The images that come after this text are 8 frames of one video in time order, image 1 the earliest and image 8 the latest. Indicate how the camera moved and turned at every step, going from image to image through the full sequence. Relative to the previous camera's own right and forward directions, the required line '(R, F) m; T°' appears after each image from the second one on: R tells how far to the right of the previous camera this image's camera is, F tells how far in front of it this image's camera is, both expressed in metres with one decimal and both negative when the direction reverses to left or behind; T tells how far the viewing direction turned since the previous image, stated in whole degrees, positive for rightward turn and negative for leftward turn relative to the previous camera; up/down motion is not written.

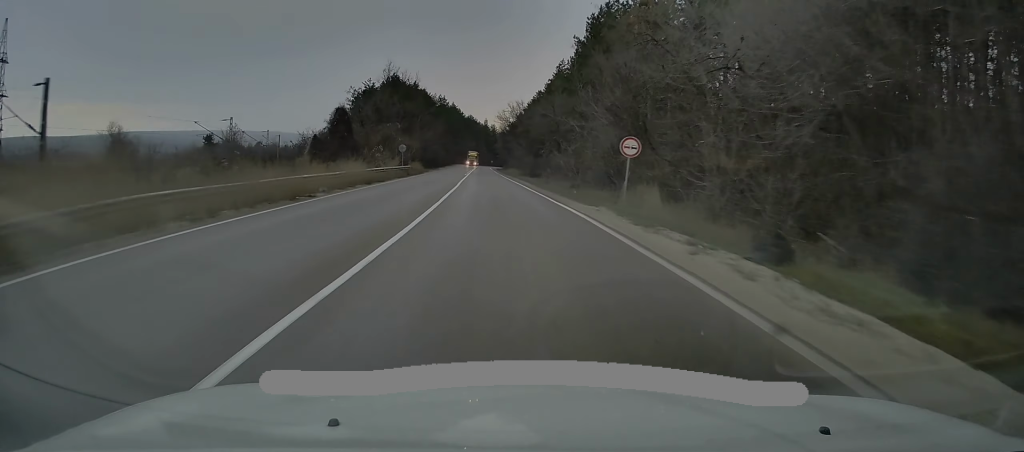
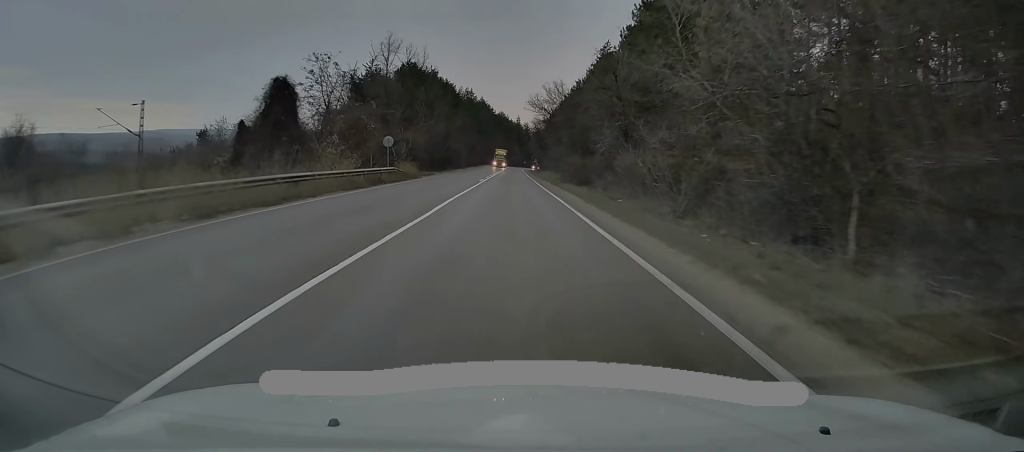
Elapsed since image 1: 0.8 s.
(-0.8, +19.8) m; -3°
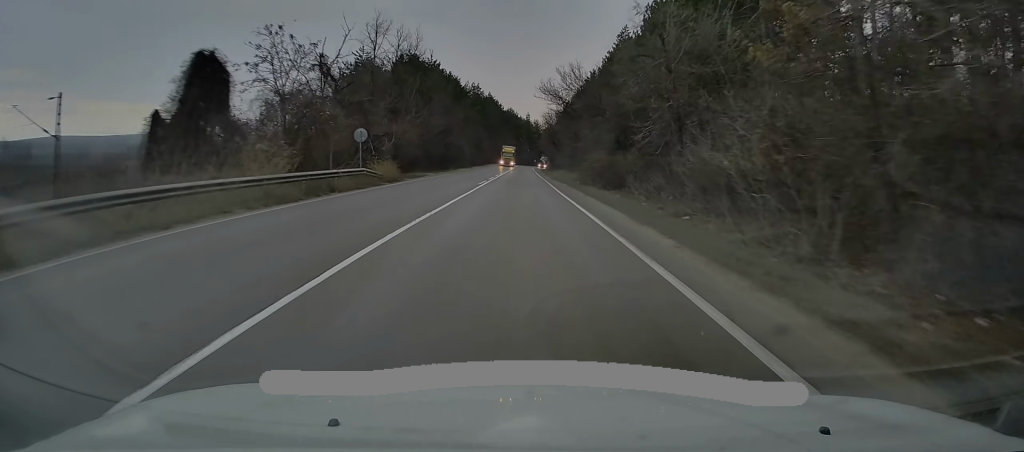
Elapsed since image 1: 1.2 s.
(-0.1, +9.5) m; -1°
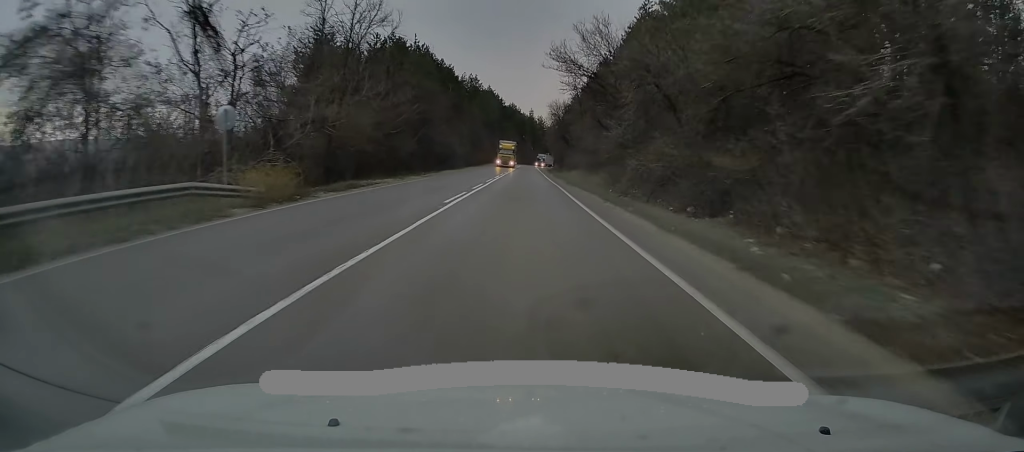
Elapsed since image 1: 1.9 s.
(-0.1, +16.0) m; -1°
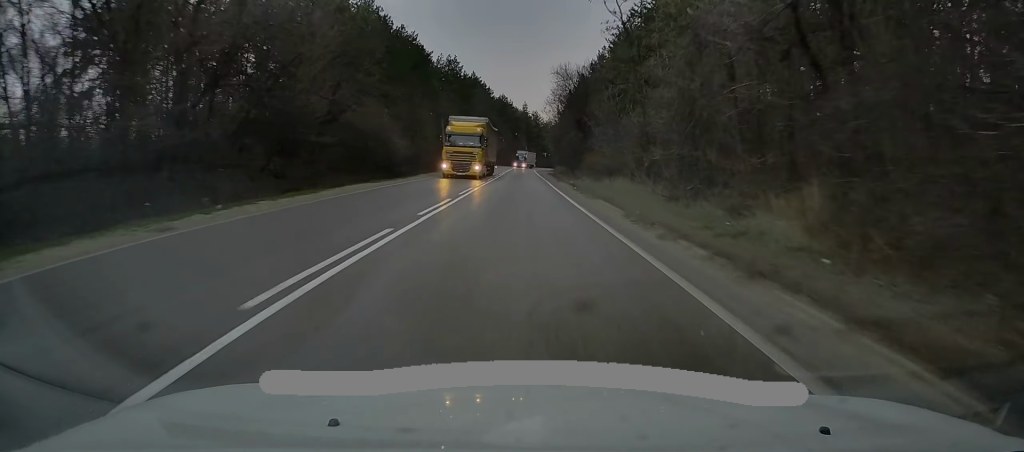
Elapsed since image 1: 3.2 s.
(-0.3, +30.9) m; -1°
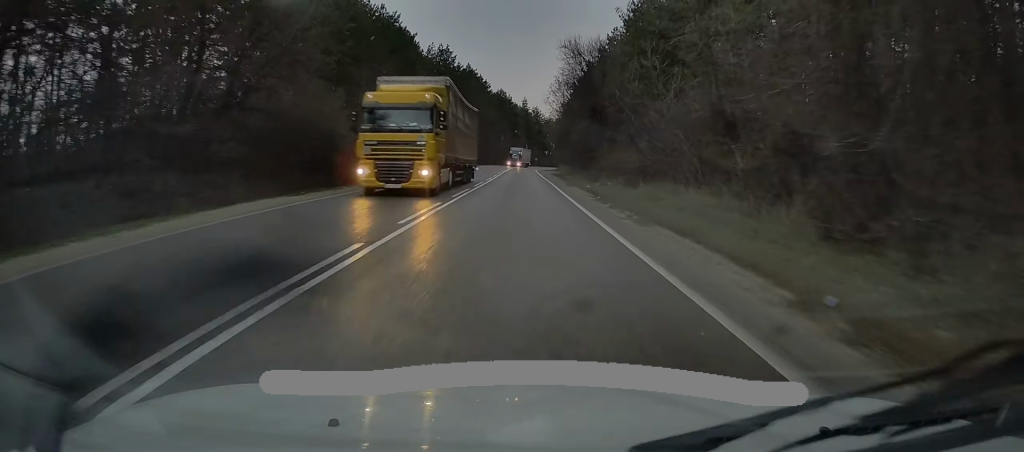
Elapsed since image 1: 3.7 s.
(0.0, +11.0) m; 0°
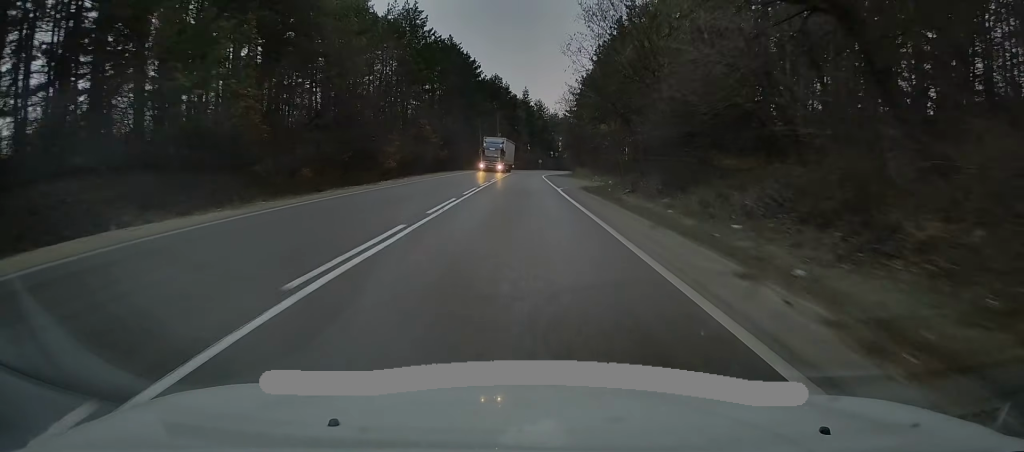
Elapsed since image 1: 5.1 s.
(-0.1, +32.9) m; 0°
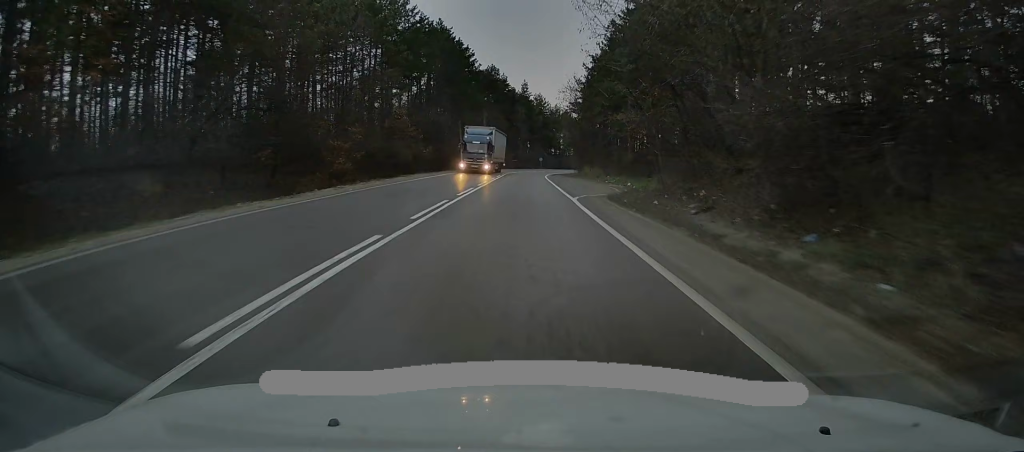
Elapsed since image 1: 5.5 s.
(+0.1, +10.9) m; 0°
